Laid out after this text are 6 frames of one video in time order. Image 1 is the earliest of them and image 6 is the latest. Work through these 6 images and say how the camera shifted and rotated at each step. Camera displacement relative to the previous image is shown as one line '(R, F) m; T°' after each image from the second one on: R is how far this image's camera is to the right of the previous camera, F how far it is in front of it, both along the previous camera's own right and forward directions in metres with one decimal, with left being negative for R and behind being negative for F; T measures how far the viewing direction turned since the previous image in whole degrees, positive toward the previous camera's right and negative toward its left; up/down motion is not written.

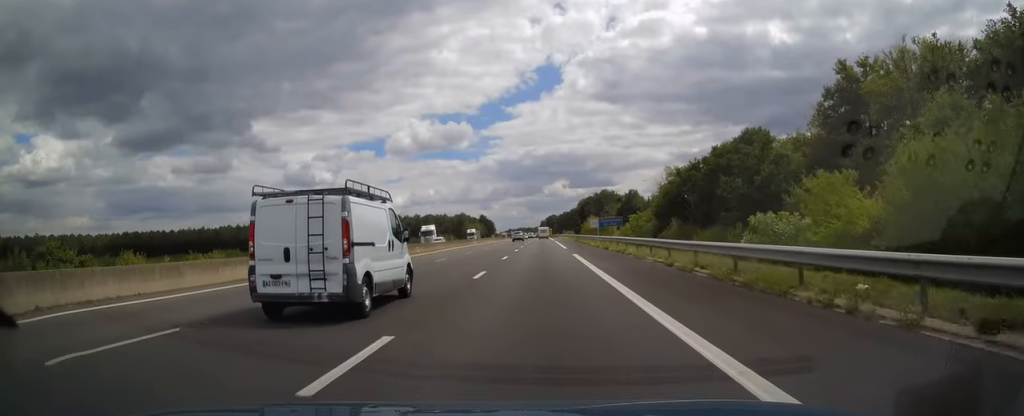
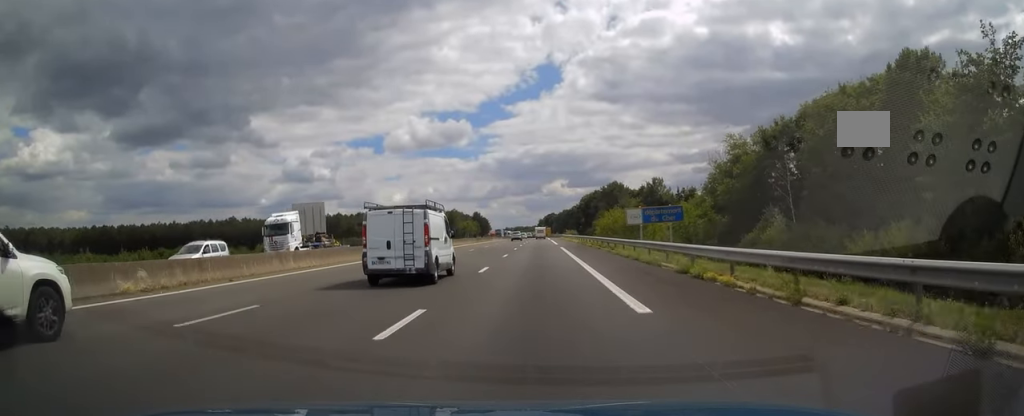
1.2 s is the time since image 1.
(+0.1, +36.0) m; 0°
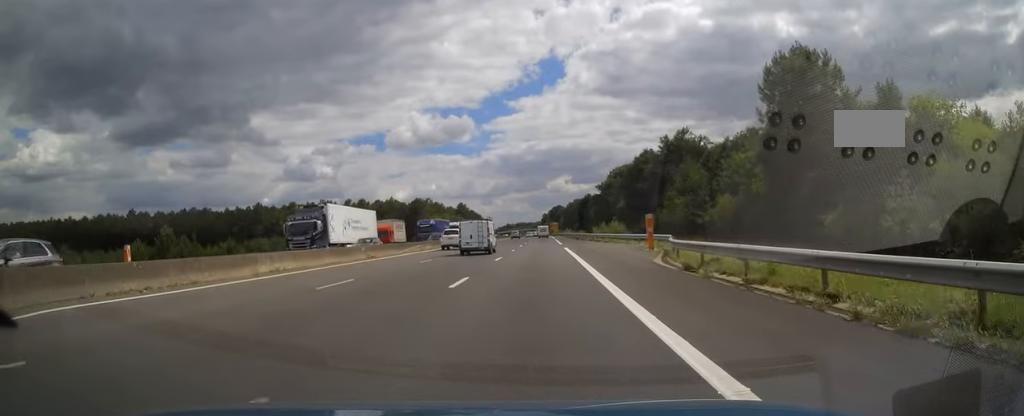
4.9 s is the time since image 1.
(0.0, +109.5) m; 0°
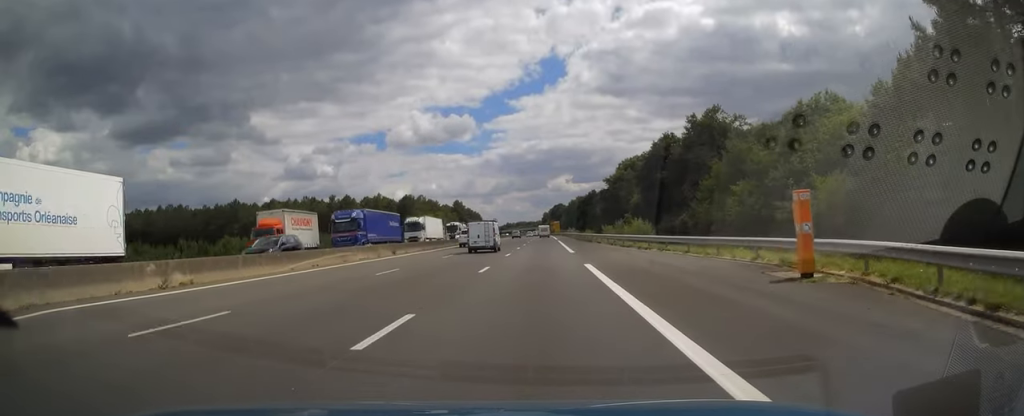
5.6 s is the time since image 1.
(0.0, +20.7) m; 0°
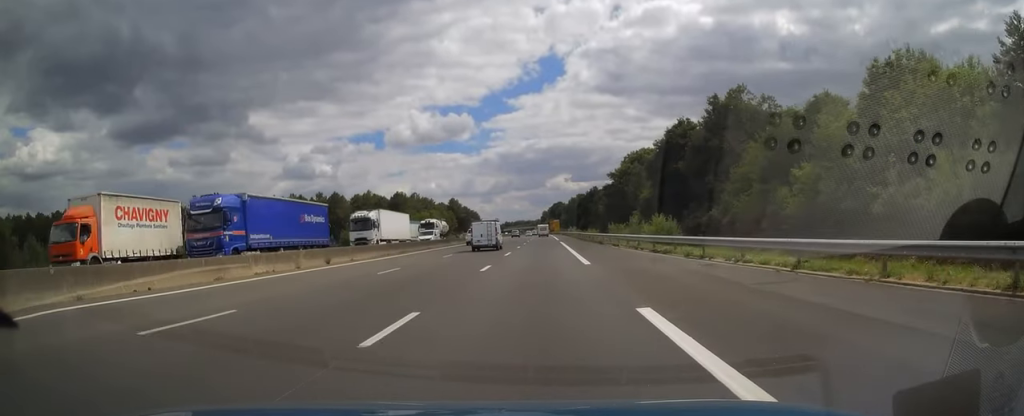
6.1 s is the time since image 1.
(0.0, +12.8) m; 0°
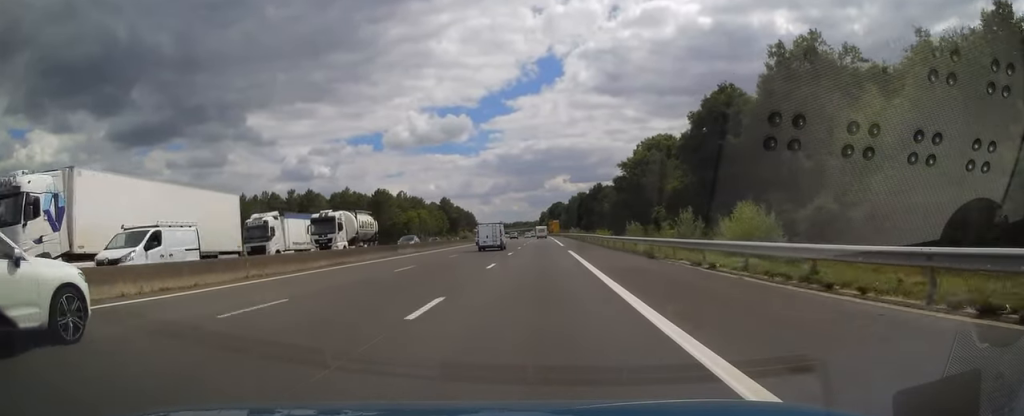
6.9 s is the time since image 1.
(0.0, +23.7) m; 0°
